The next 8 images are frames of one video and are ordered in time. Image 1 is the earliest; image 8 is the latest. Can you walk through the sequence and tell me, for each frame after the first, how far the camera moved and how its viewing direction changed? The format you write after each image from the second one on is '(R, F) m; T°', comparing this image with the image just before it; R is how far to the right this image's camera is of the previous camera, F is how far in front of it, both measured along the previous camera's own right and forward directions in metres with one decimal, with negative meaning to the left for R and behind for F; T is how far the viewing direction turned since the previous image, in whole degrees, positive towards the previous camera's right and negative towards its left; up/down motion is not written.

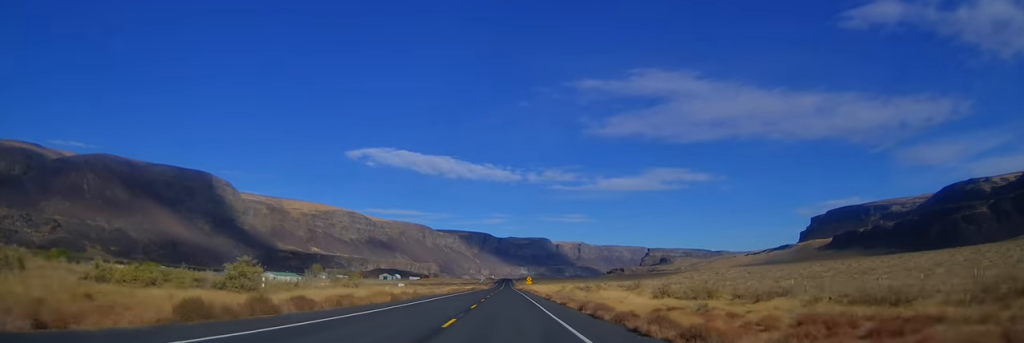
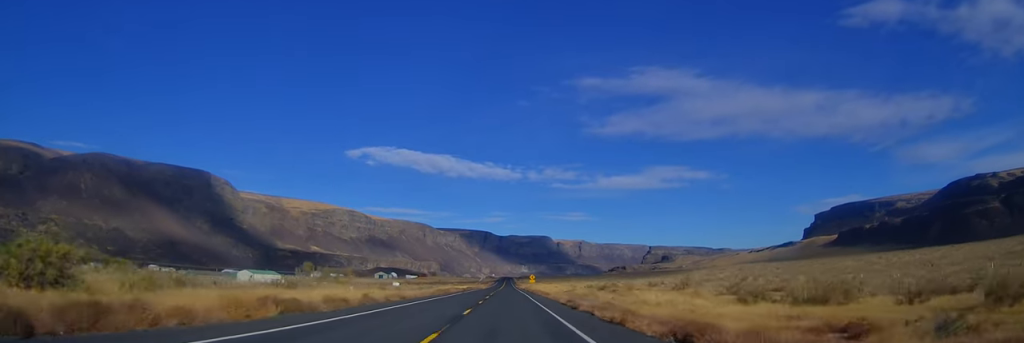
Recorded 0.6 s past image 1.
(+0.3, +17.9) m; 0°
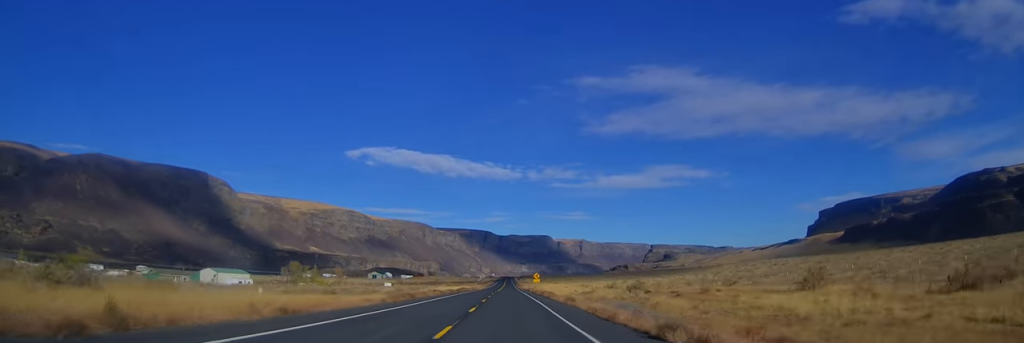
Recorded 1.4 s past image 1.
(-0.3, +21.5) m; 0°
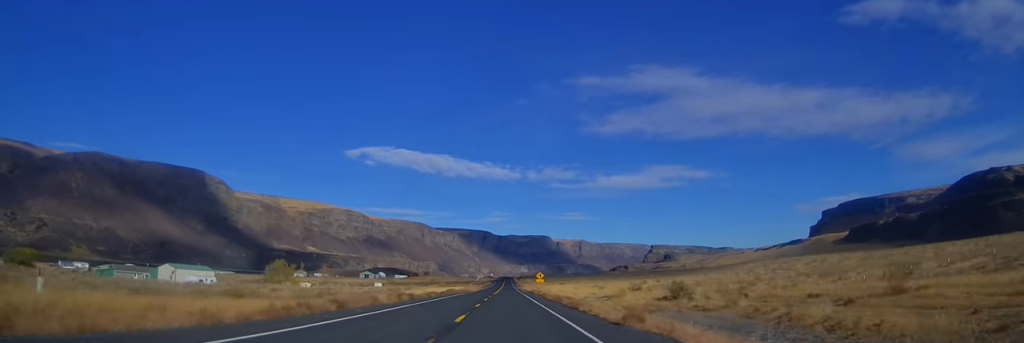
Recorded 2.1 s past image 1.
(-0.1, +18.8) m; 0°
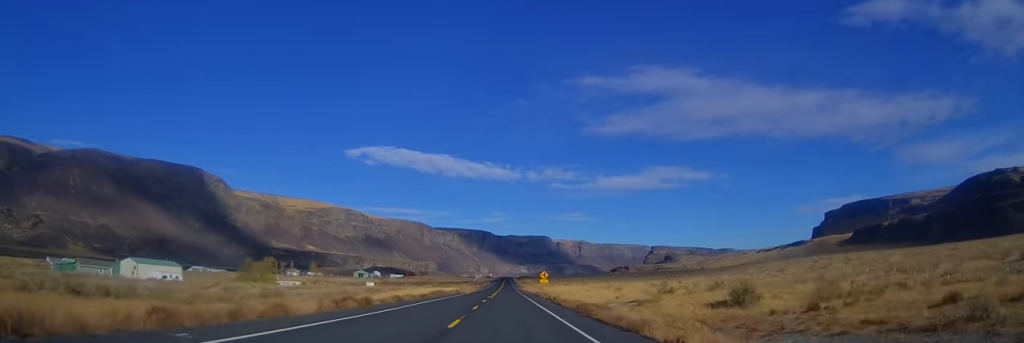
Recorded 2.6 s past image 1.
(+0.3, +14.2) m; +1°
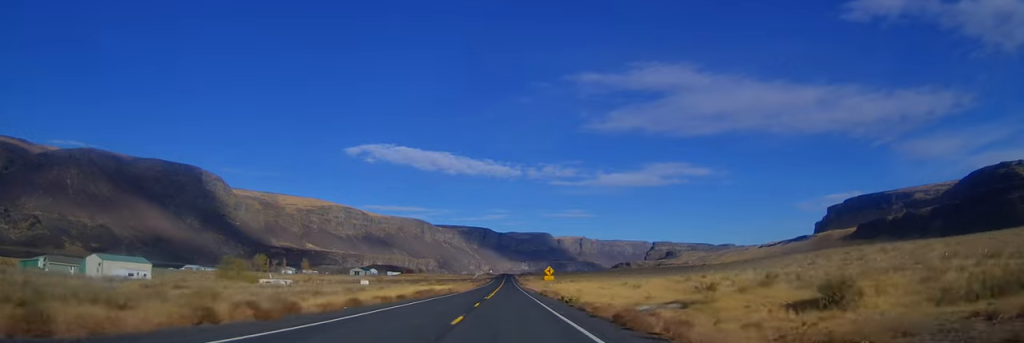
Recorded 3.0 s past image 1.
(+0.1, +11.4) m; 0°
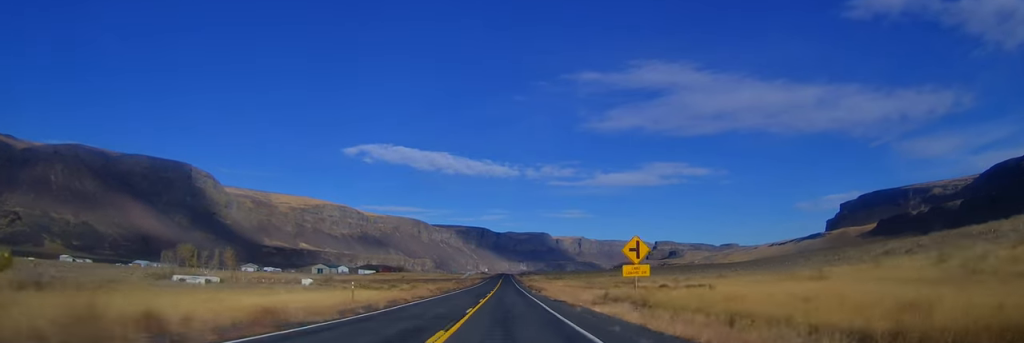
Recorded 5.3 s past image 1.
(-0.4, +66.9) m; -1°
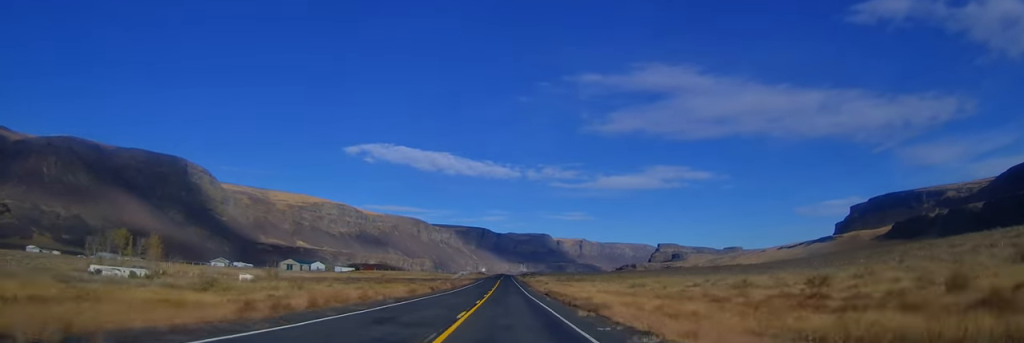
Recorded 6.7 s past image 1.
(-0.4, +41.1) m; -1°
